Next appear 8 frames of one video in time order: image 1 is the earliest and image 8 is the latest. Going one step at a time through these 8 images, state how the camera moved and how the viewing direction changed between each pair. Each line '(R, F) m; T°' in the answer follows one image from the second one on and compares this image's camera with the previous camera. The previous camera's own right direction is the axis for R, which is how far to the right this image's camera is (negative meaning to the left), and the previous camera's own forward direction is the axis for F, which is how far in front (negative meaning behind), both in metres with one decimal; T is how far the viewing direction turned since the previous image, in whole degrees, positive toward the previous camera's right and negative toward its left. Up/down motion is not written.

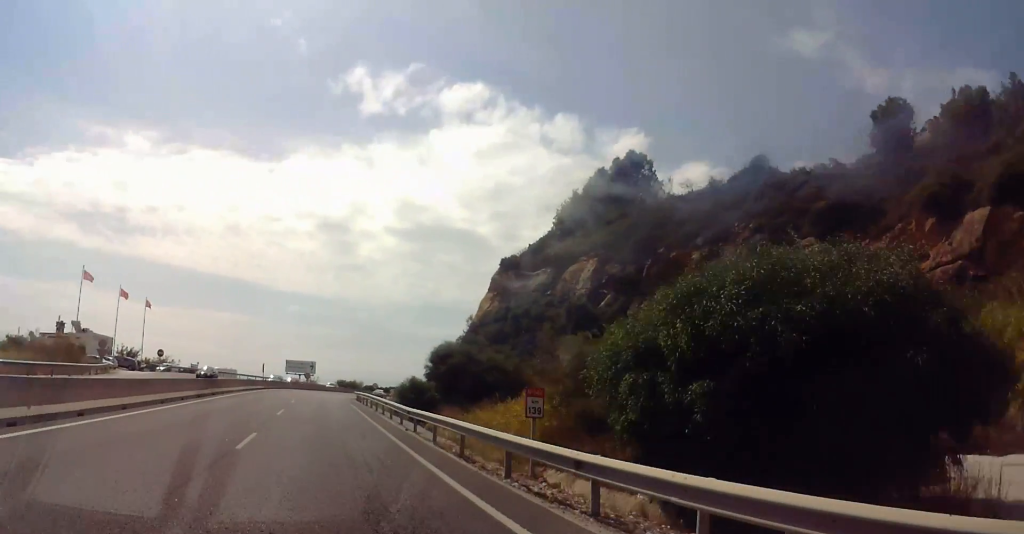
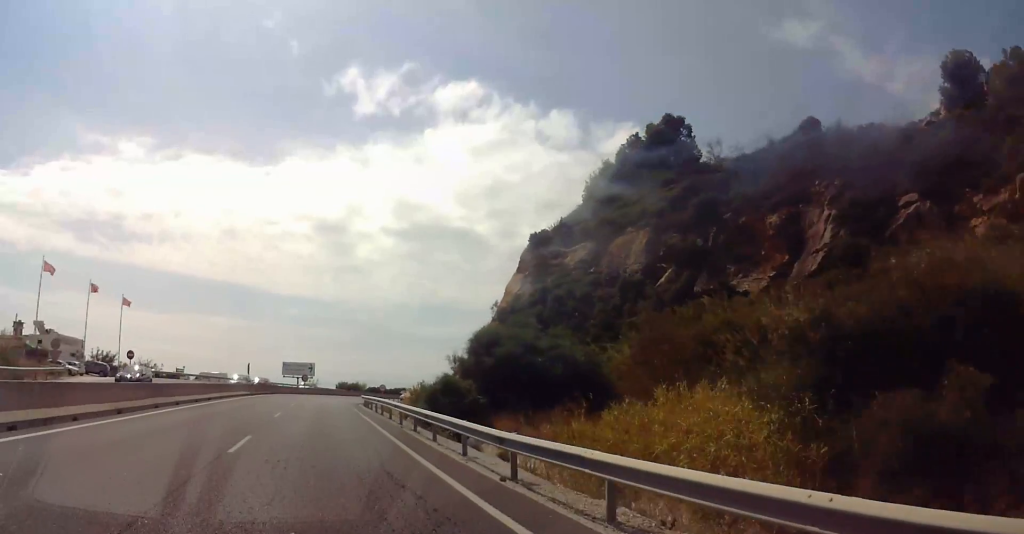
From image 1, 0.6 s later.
(0.0, +12.3) m; 0°
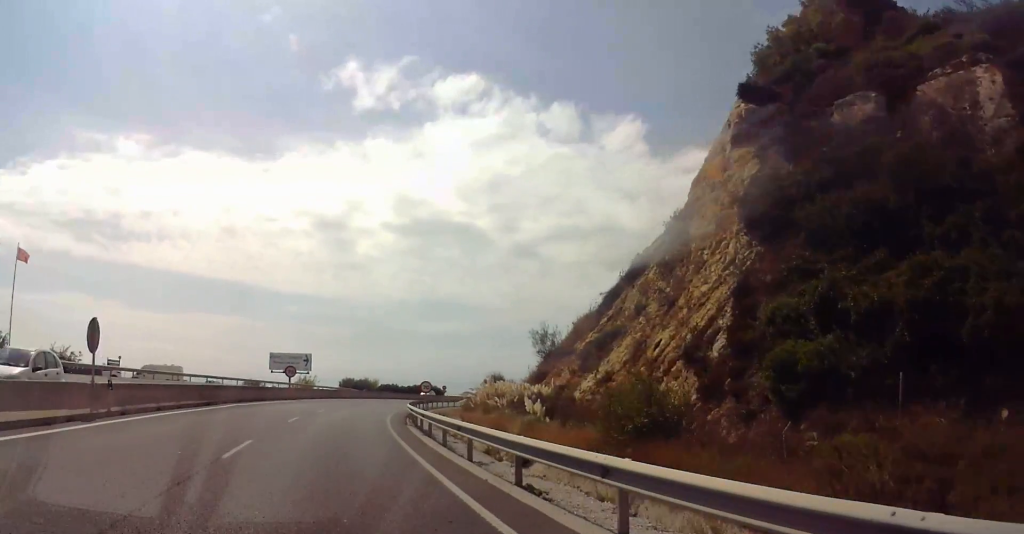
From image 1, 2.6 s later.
(0.0, +37.4) m; +1°
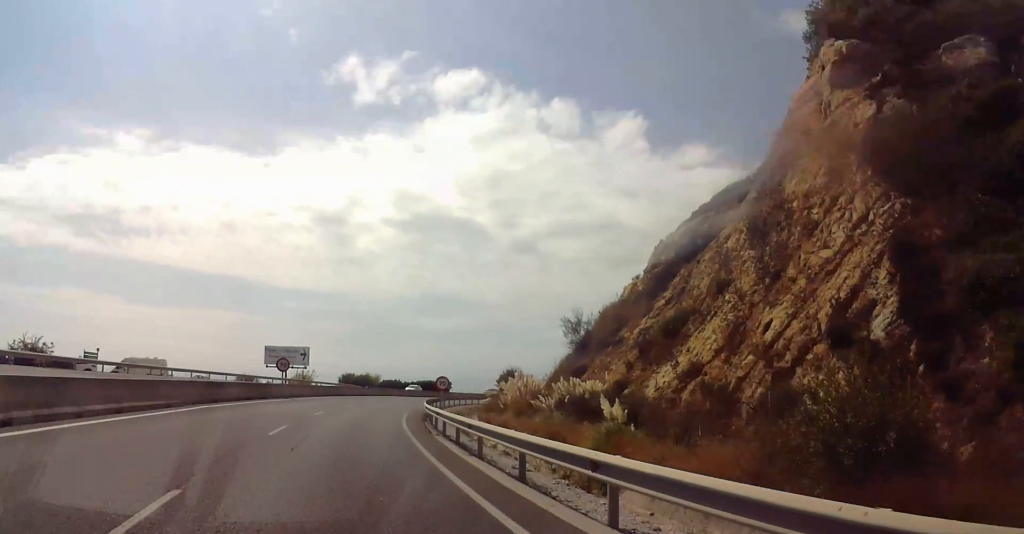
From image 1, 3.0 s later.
(+0.1, +7.6) m; 0°
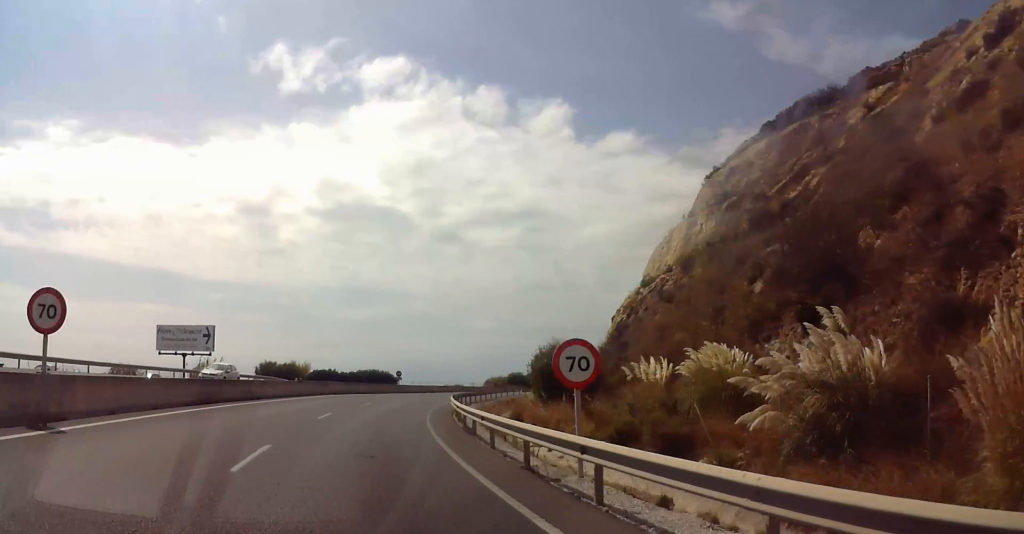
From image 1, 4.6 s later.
(+0.2, +30.8) m; +4°
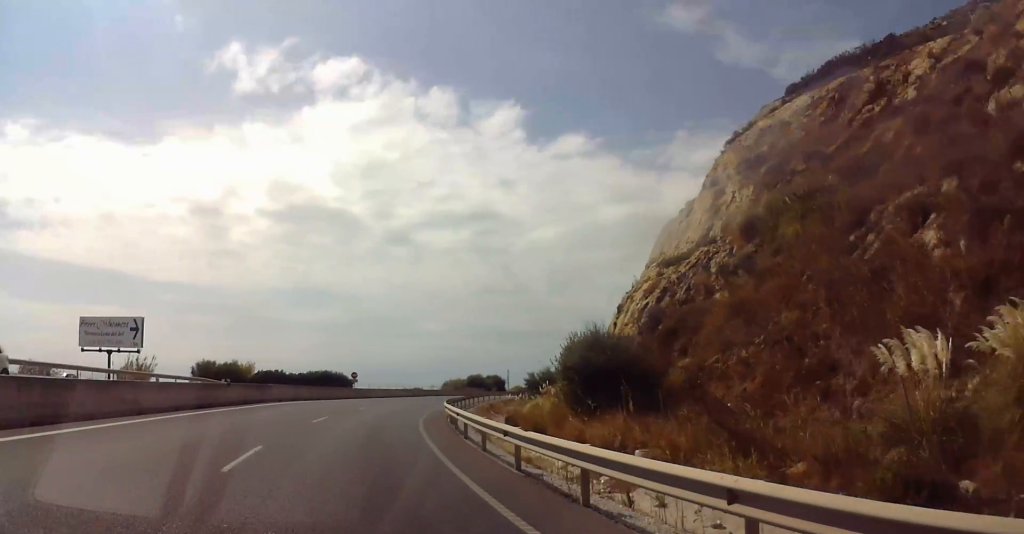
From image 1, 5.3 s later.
(+0.6, +11.6) m; +6°
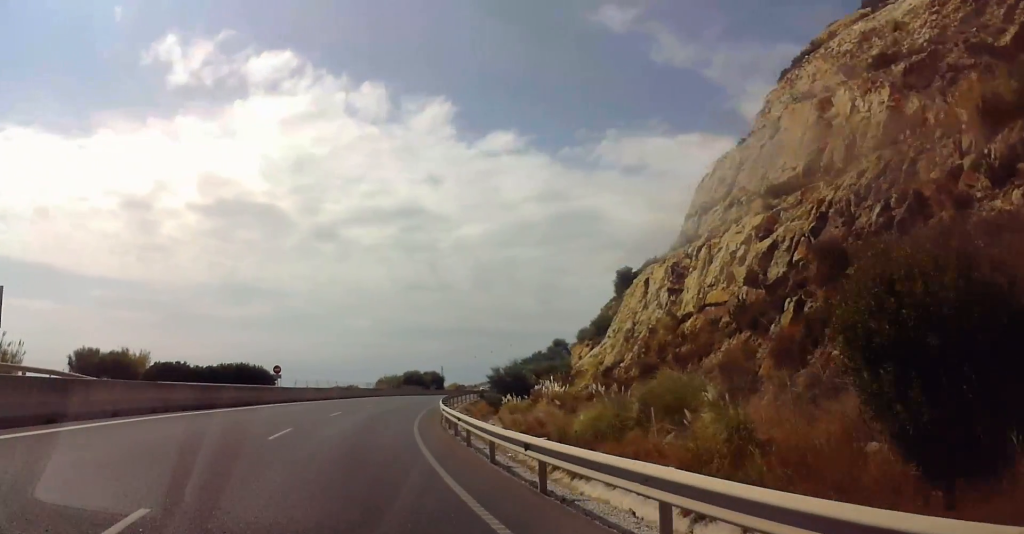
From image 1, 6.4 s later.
(+2.0, +20.1) m; +8°
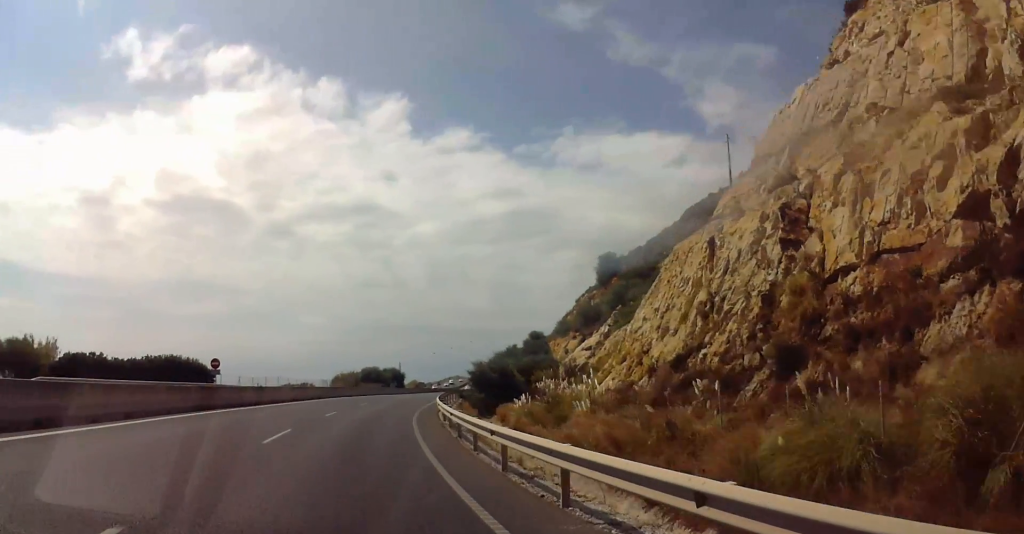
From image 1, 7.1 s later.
(+0.2, +12.4) m; +2°
